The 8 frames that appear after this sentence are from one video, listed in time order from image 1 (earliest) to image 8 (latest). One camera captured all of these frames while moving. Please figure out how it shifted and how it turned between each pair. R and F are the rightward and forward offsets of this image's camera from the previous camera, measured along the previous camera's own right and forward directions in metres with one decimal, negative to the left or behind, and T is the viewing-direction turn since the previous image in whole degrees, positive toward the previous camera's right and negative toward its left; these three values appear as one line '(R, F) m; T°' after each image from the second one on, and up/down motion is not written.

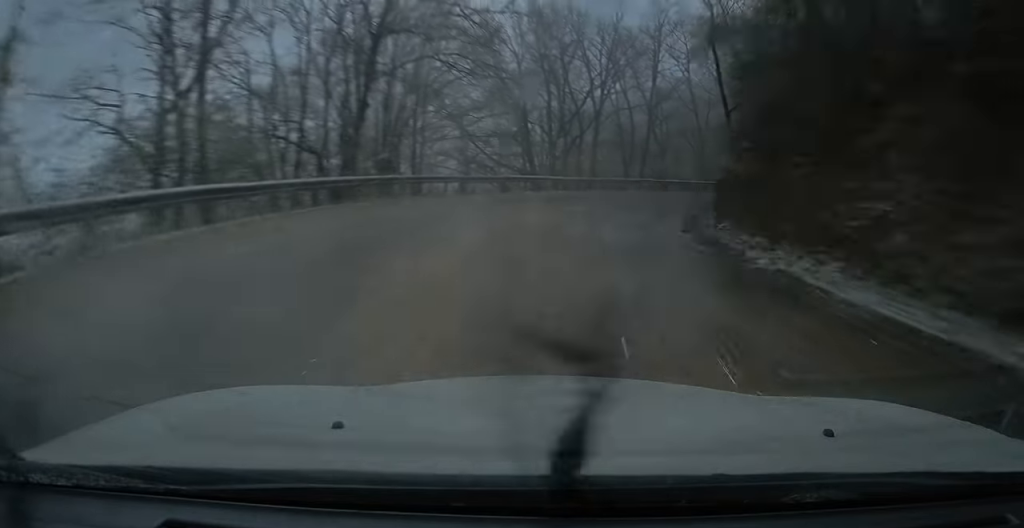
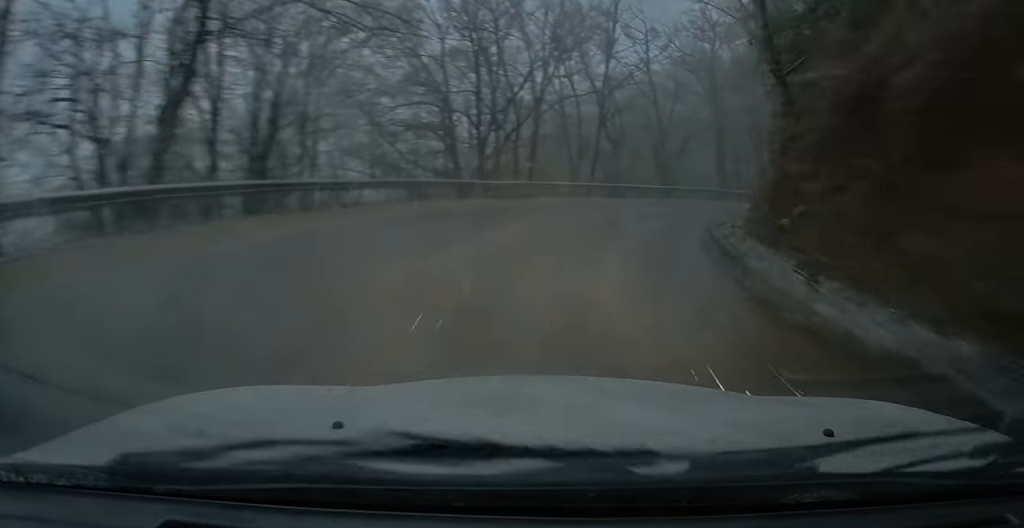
(+0.2, +8.8) m; +6°
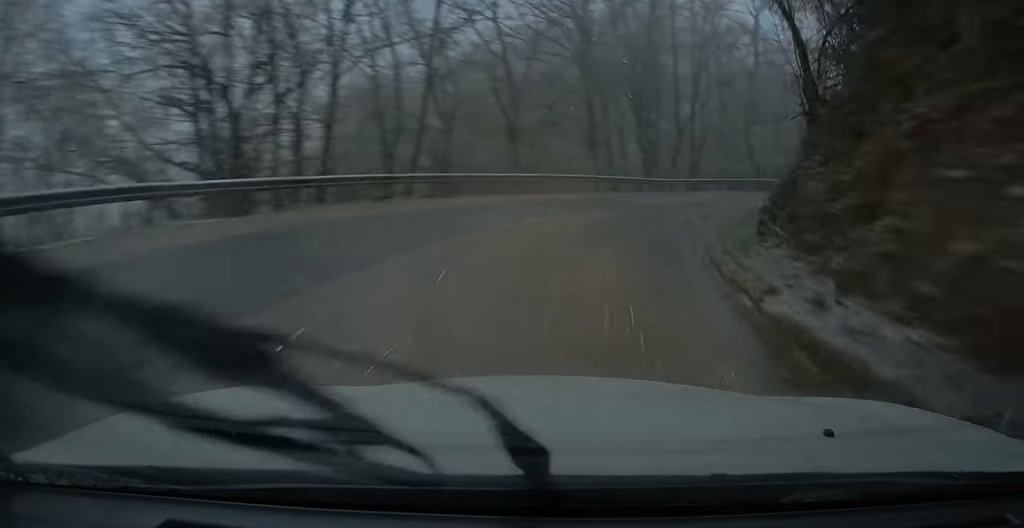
(+1.3, +12.3) m; +8°
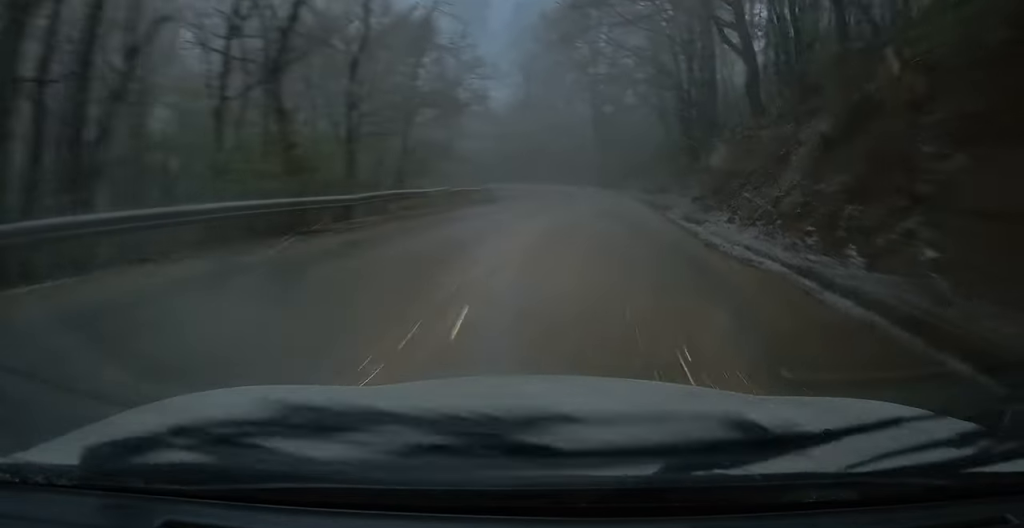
(+4.2, +25.1) m; +30°
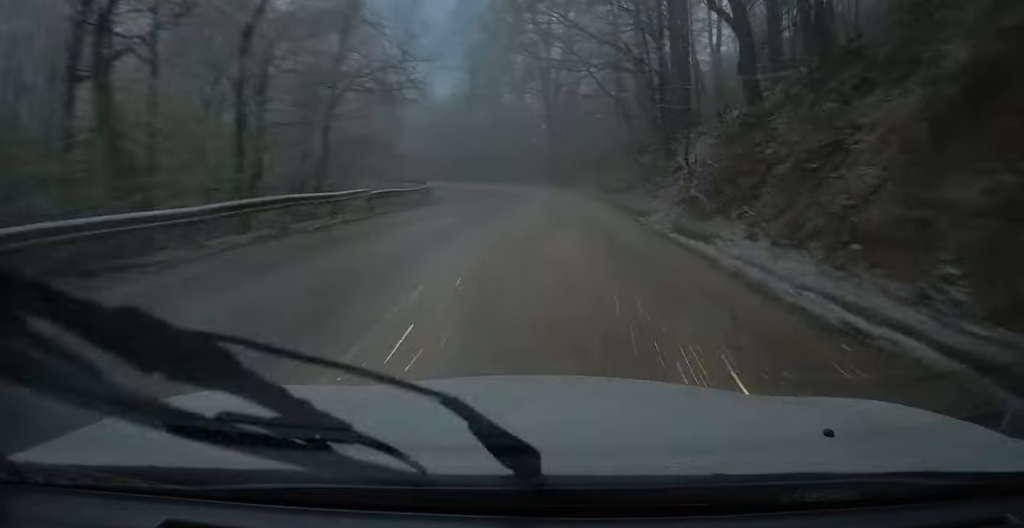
(+0.2, +4.7) m; +11°
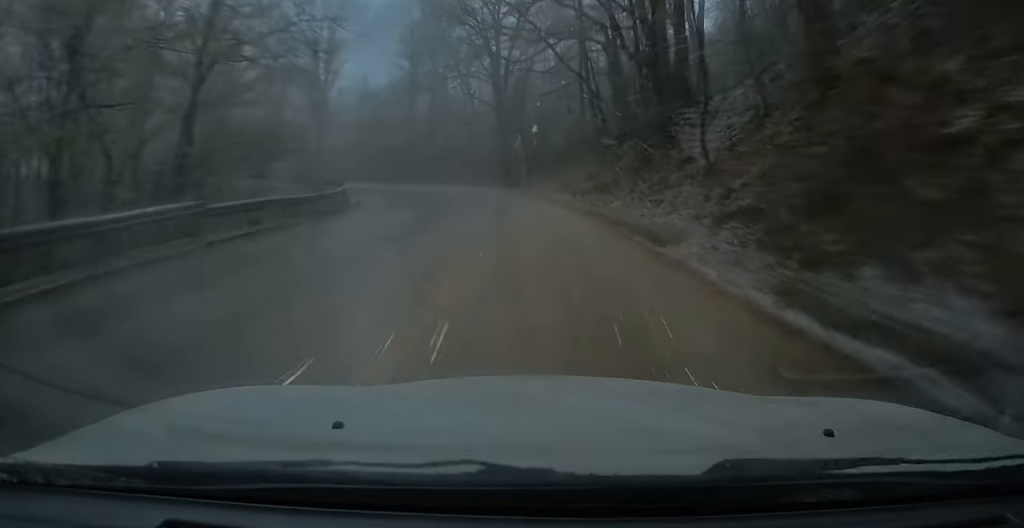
(+1.4, +7.6) m; +10°
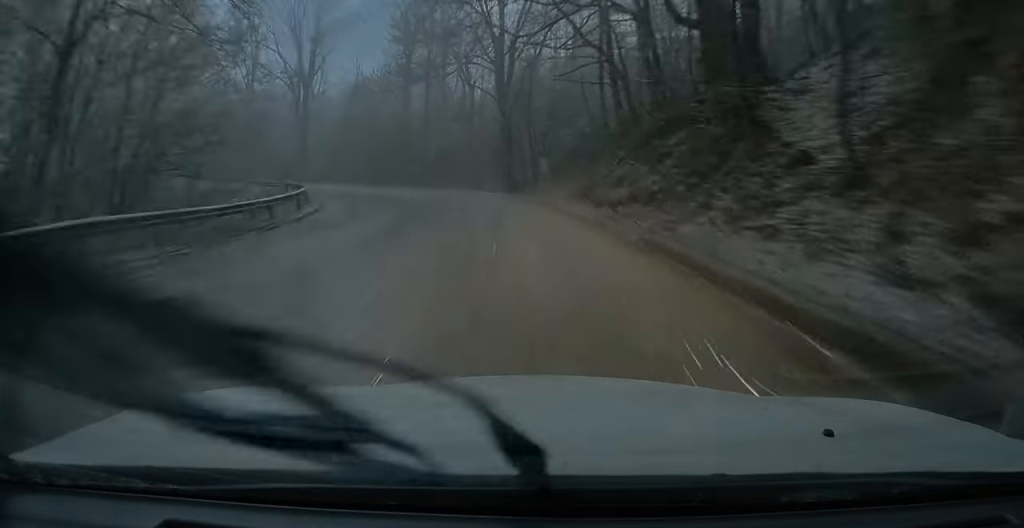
(+0.8, +6.8) m; +4°
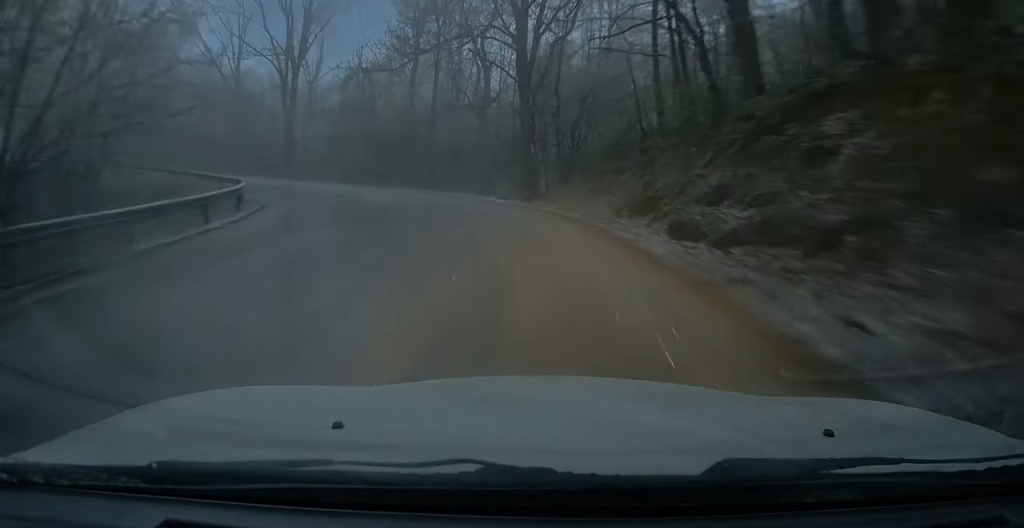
(-0.5, +8.2) m; -3°
